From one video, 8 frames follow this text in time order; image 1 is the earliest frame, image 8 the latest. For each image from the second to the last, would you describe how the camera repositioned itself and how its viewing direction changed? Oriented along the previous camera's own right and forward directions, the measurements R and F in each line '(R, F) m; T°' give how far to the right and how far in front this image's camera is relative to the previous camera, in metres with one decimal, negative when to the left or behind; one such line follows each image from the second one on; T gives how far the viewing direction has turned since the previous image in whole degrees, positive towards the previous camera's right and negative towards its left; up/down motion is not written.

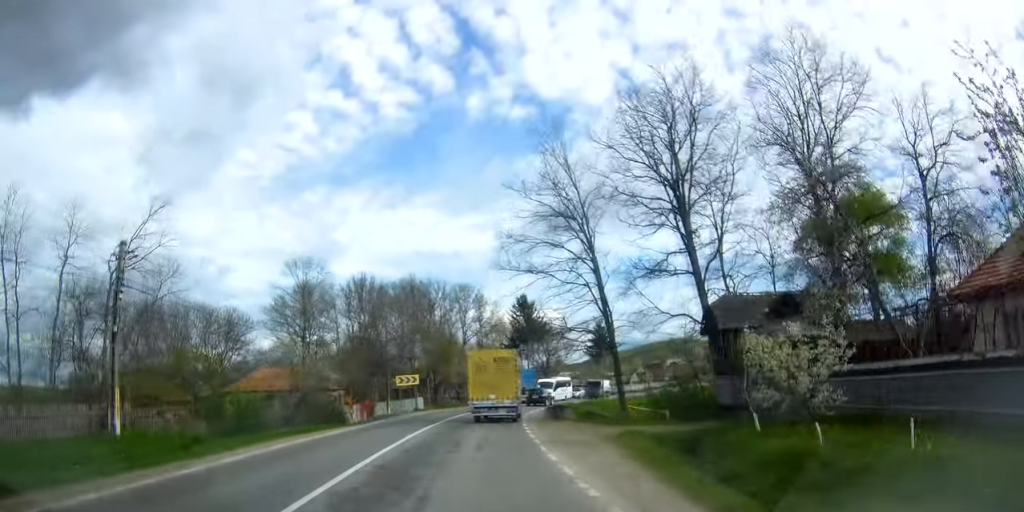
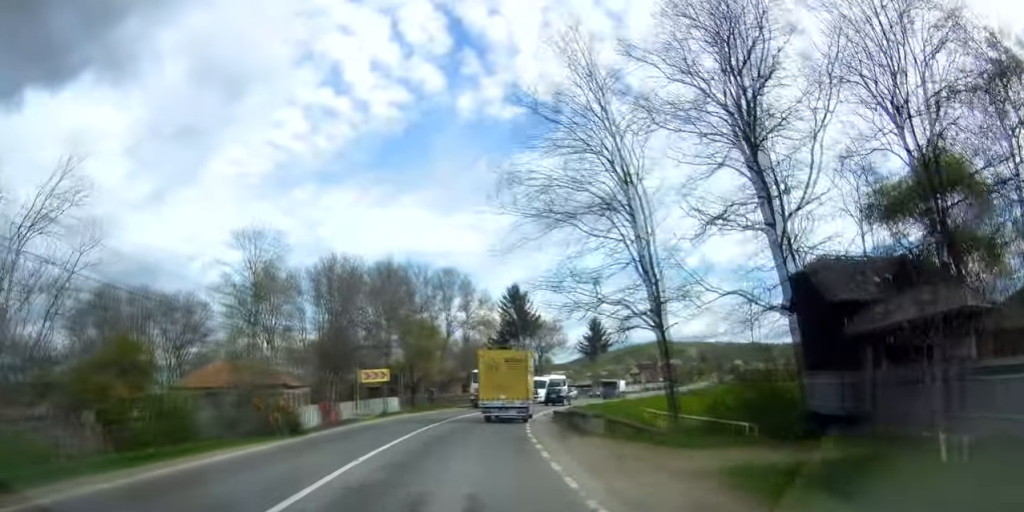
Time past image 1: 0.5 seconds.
(0.0, +10.2) m; +1°
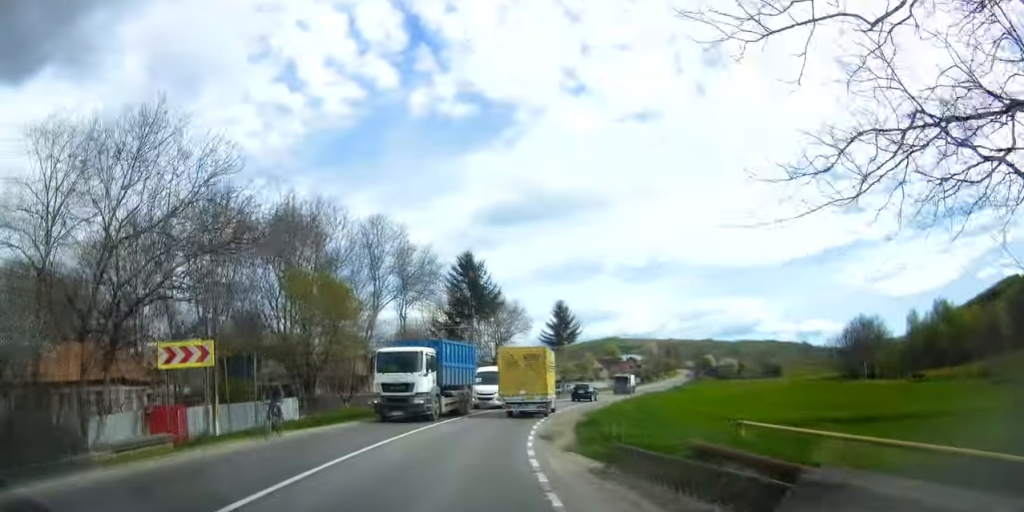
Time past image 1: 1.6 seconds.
(+0.4, +21.1) m; +2°
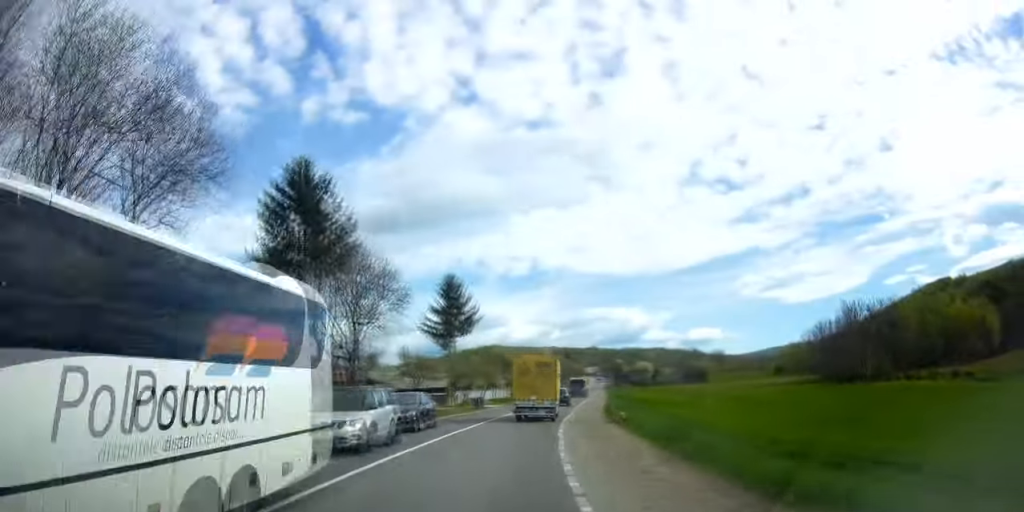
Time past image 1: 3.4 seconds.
(+1.9, +31.9) m; +9°
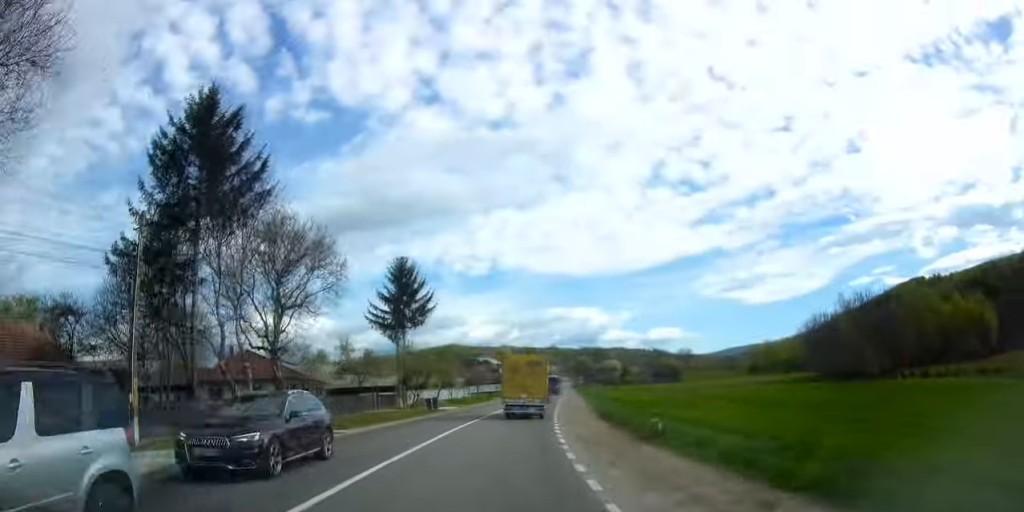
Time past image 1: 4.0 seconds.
(+0.5, +10.4) m; +3°
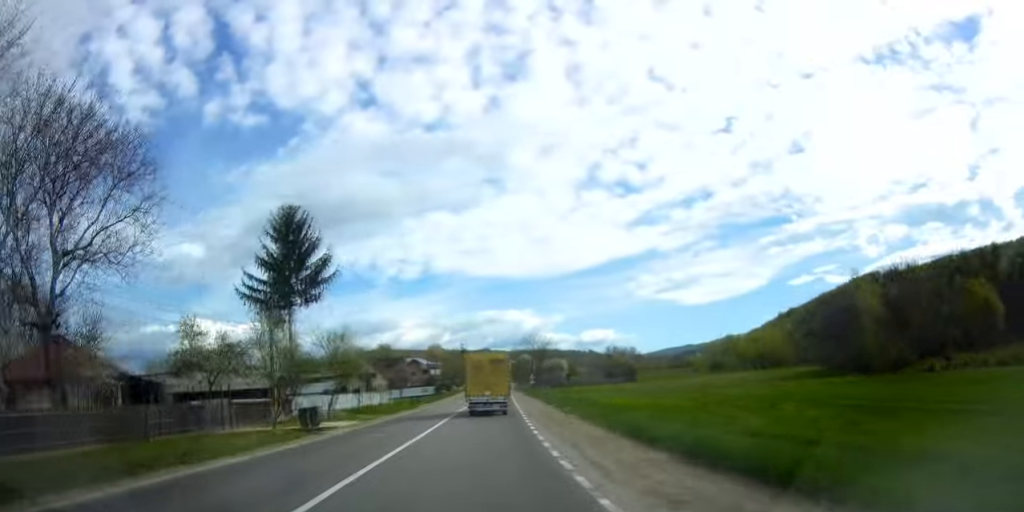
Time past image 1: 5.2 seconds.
(+1.0, +19.7) m; +7°
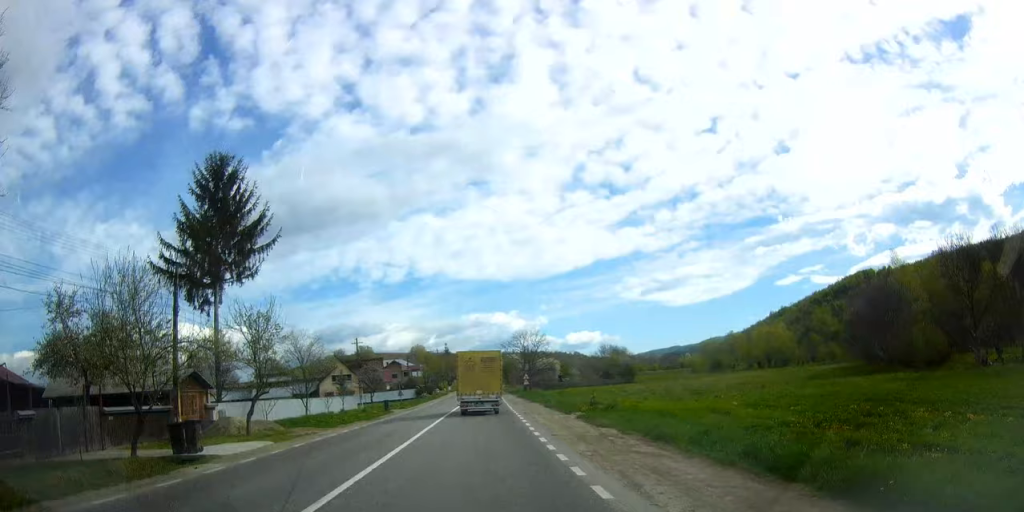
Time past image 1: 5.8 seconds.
(+0.5, +11.5) m; +4°
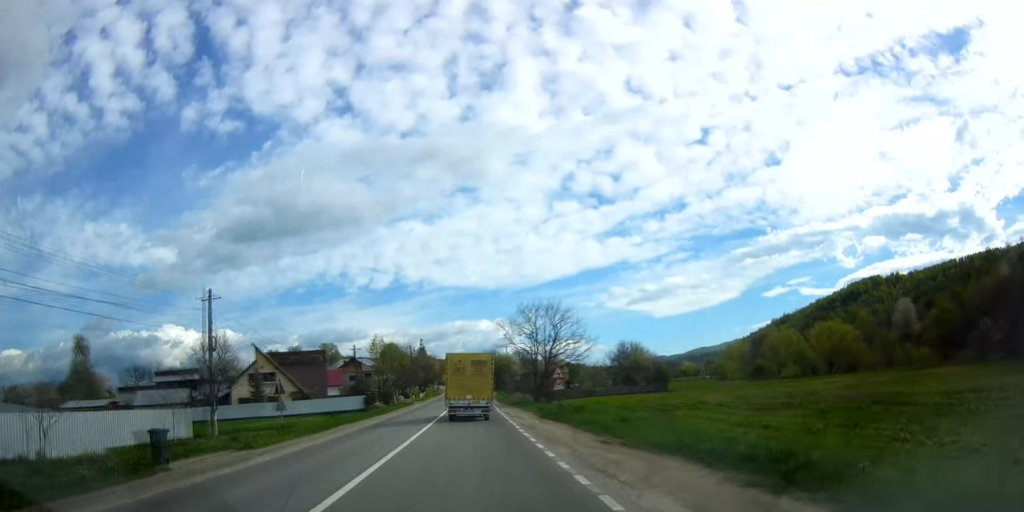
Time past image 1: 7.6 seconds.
(+2.5, +33.9) m; +7°
